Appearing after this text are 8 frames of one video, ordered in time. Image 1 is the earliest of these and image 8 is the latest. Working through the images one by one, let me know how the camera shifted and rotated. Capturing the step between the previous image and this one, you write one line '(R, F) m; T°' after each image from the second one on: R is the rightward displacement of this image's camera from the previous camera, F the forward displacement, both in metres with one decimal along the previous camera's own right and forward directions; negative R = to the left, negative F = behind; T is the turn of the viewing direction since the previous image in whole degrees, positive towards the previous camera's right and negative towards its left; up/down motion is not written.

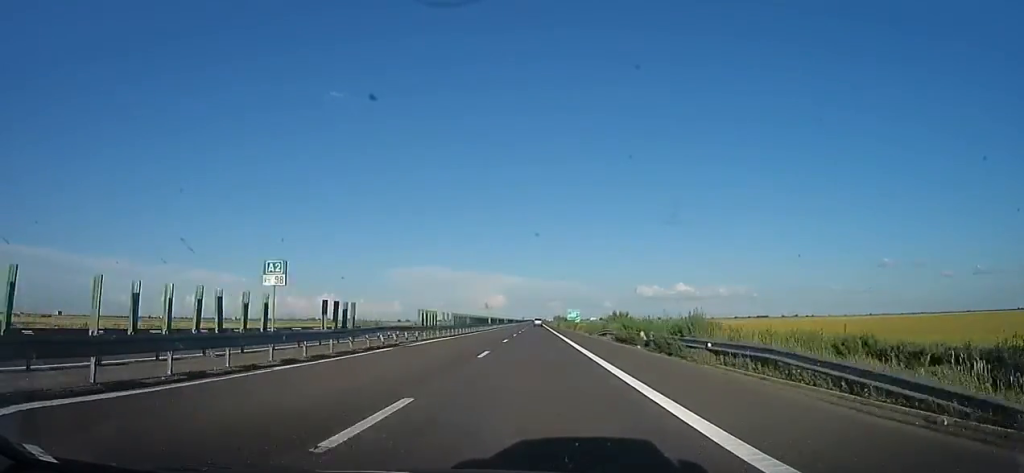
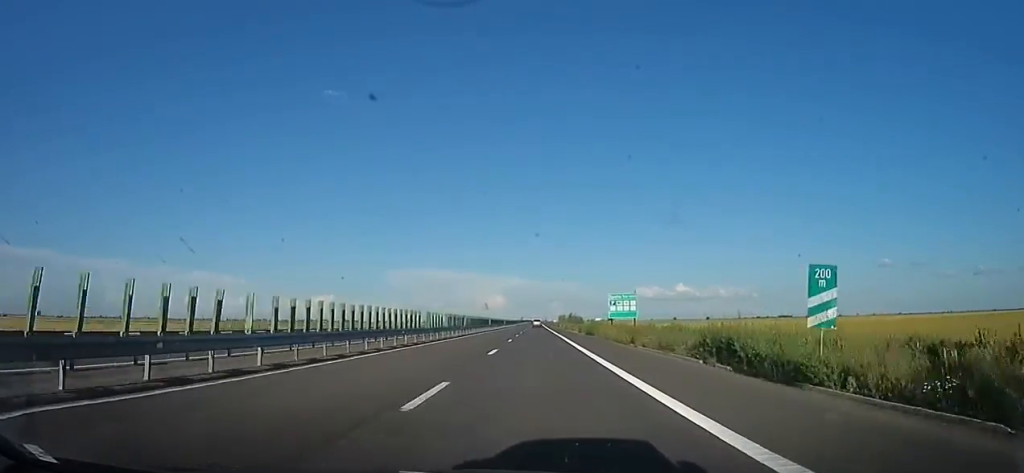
(-0.2, +70.4) m; 0°
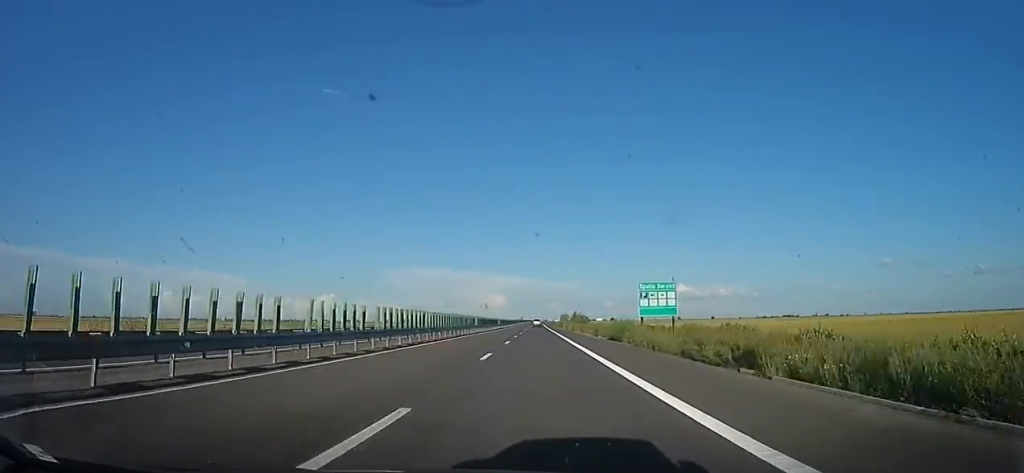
(-0.5, +15.3) m; 0°
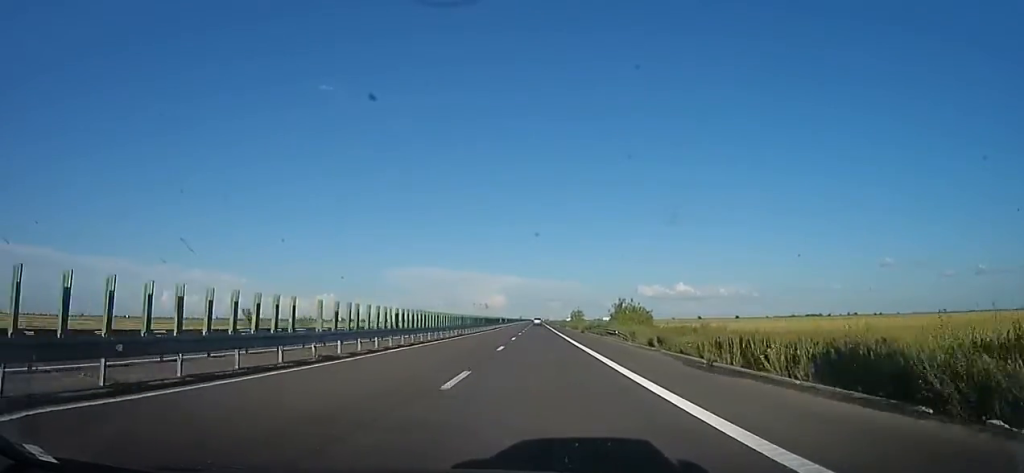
(+0.3, +67.9) m; 0°
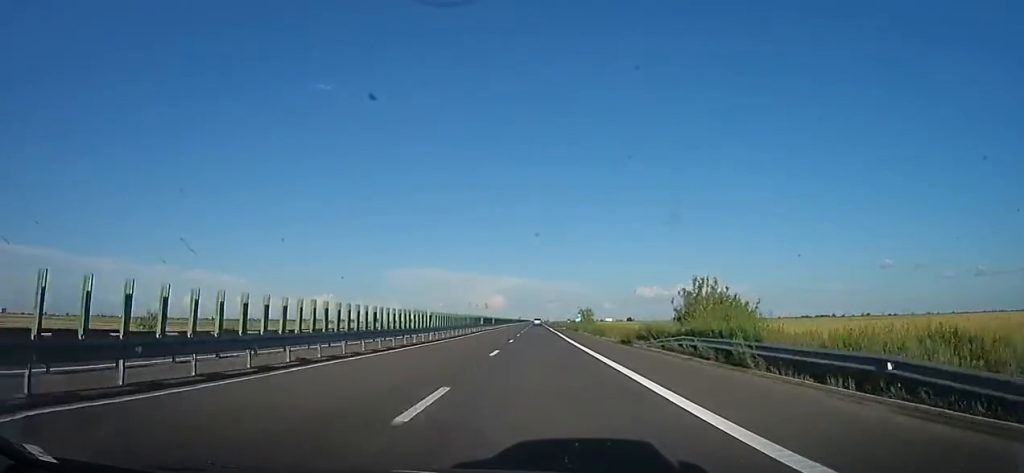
(-1.1, +27.4) m; 0°
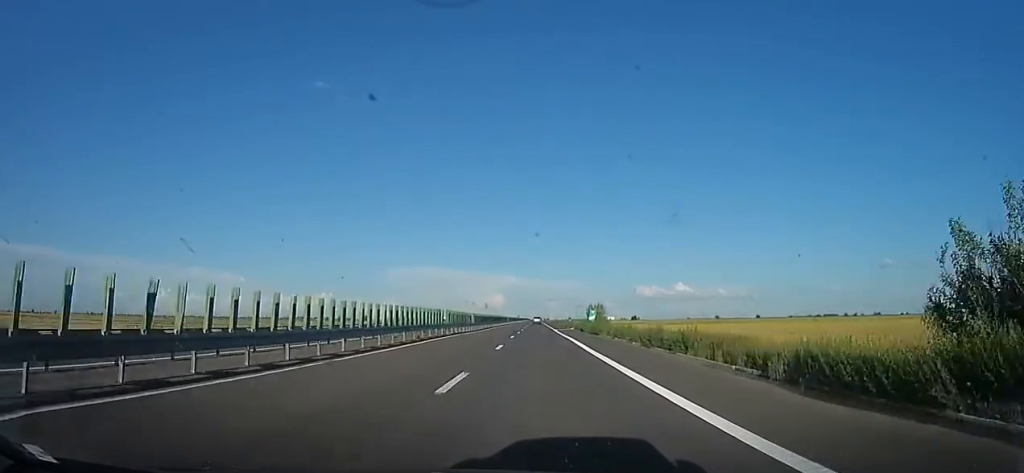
(+0.8, +22.0) m; +1°
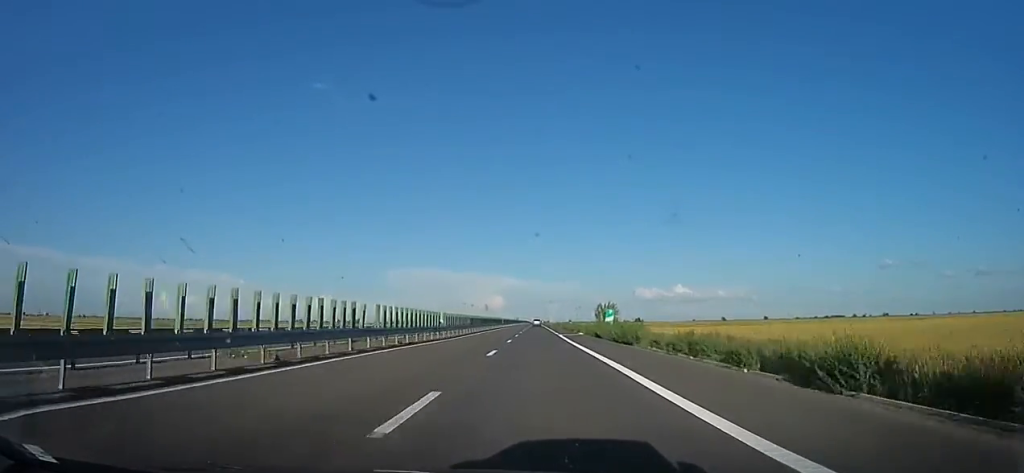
(+0.3, +15.3) m; +1°
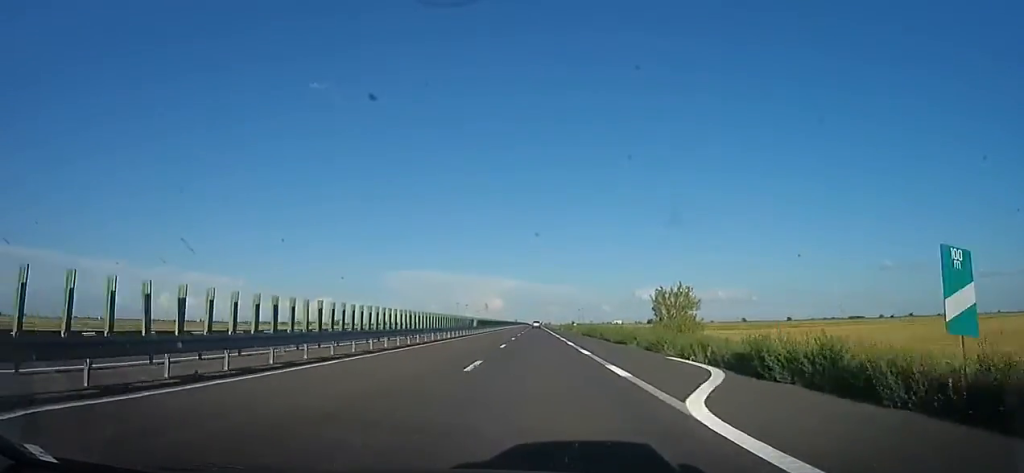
(-0.3, +41.4) m; -2°
